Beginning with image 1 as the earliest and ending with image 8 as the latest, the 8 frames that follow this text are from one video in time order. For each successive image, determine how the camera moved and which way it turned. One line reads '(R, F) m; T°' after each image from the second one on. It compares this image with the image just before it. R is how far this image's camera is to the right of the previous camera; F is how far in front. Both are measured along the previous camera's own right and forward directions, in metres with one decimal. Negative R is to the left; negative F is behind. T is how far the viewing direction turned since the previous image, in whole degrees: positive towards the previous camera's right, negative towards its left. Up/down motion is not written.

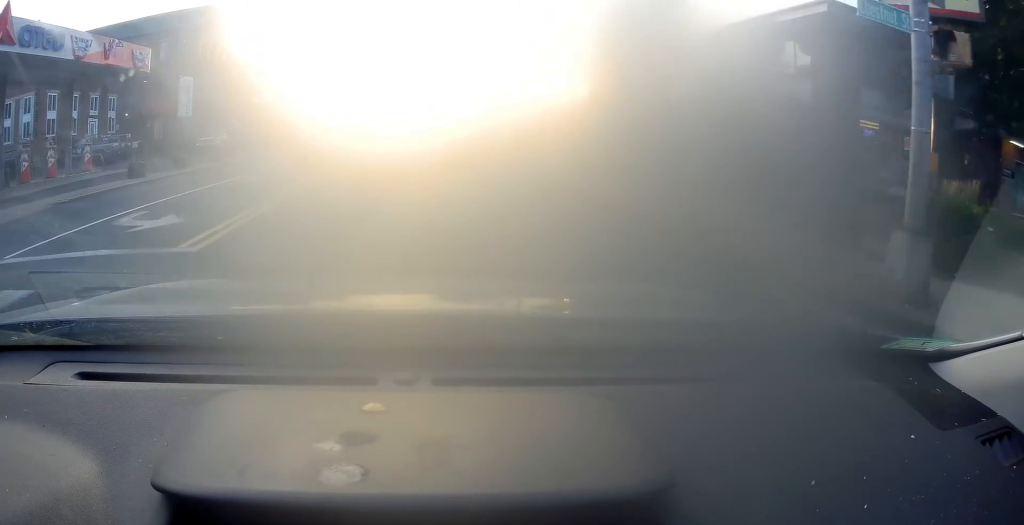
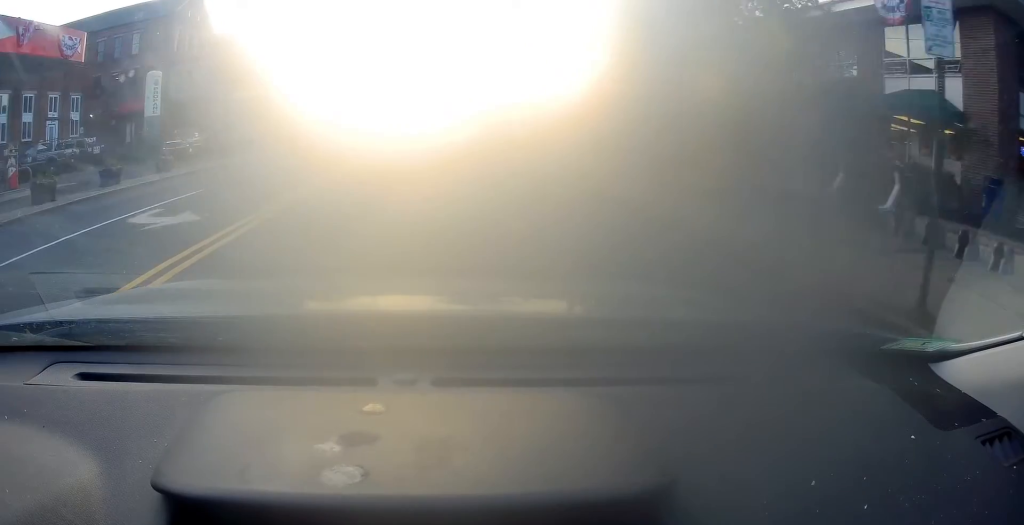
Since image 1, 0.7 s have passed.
(-0.2, +7.4) m; -2°
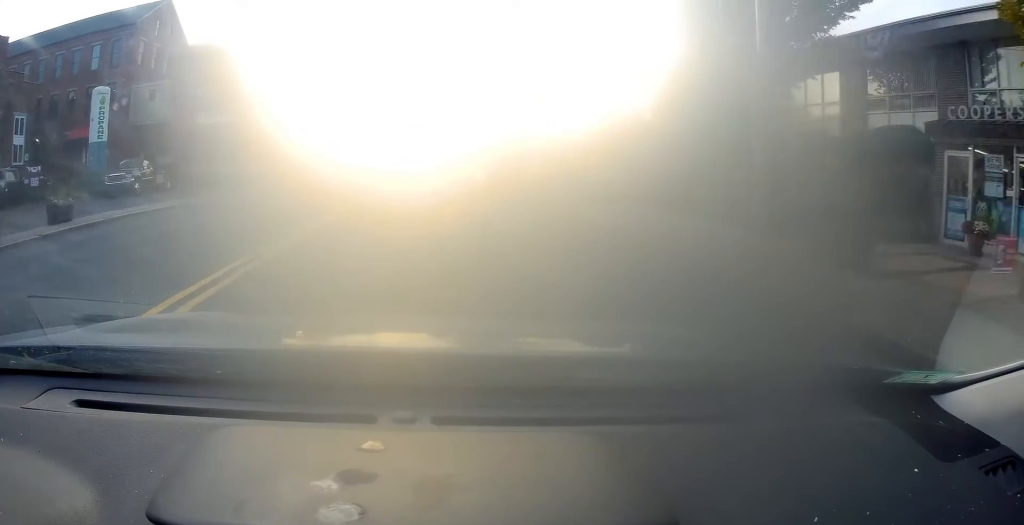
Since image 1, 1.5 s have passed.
(-0.3, +7.7) m; -1°
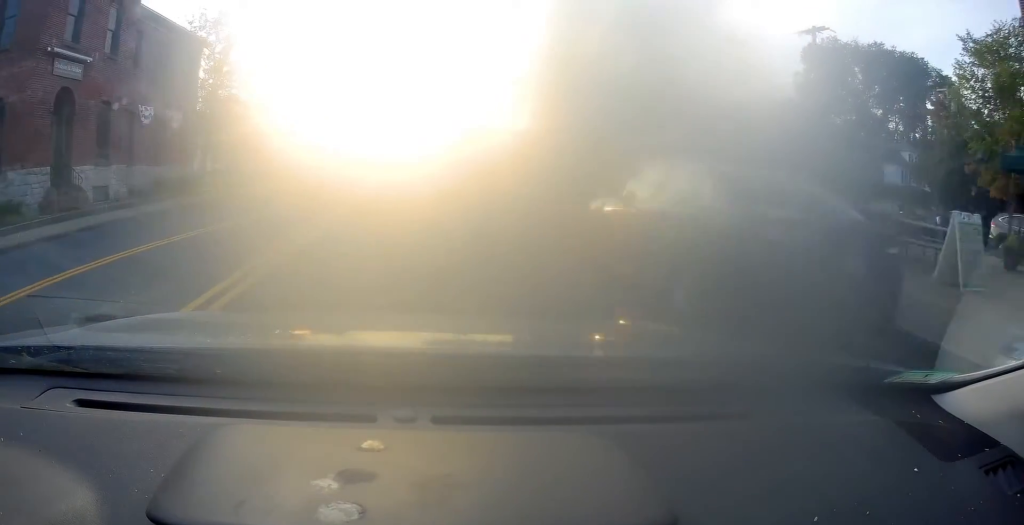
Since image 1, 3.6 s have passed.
(+0.7, +21.0) m; +2°
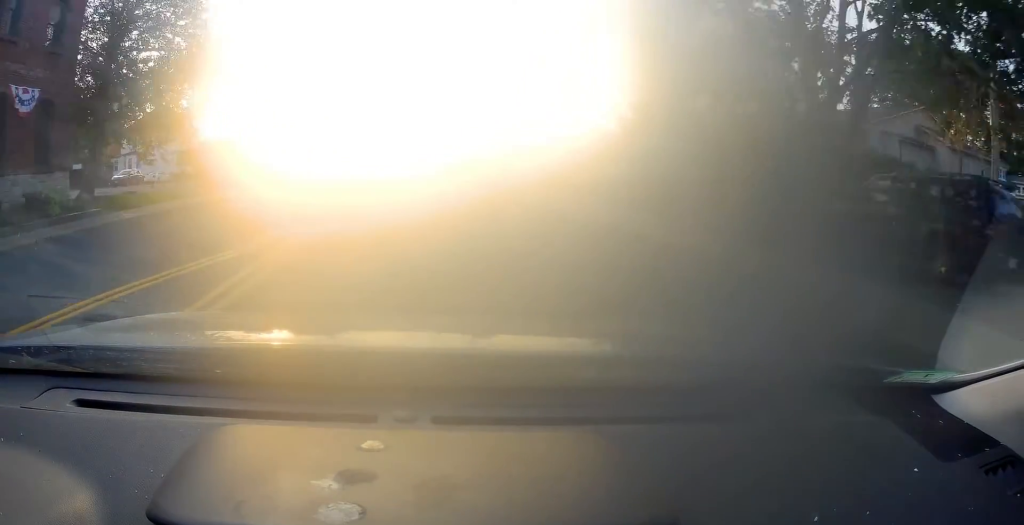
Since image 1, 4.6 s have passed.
(-0.1, +10.7) m; 0°
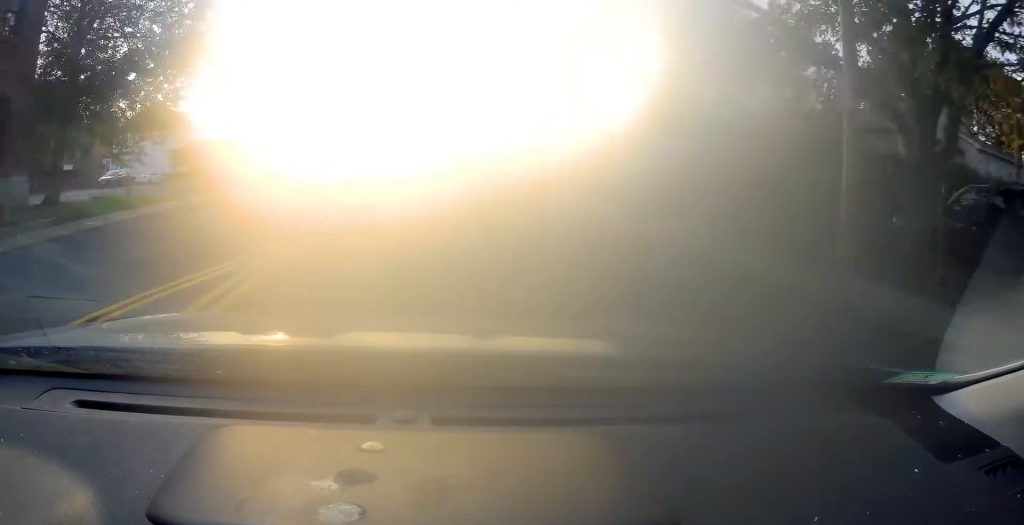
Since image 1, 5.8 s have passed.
(0.0, +14.1) m; +1°
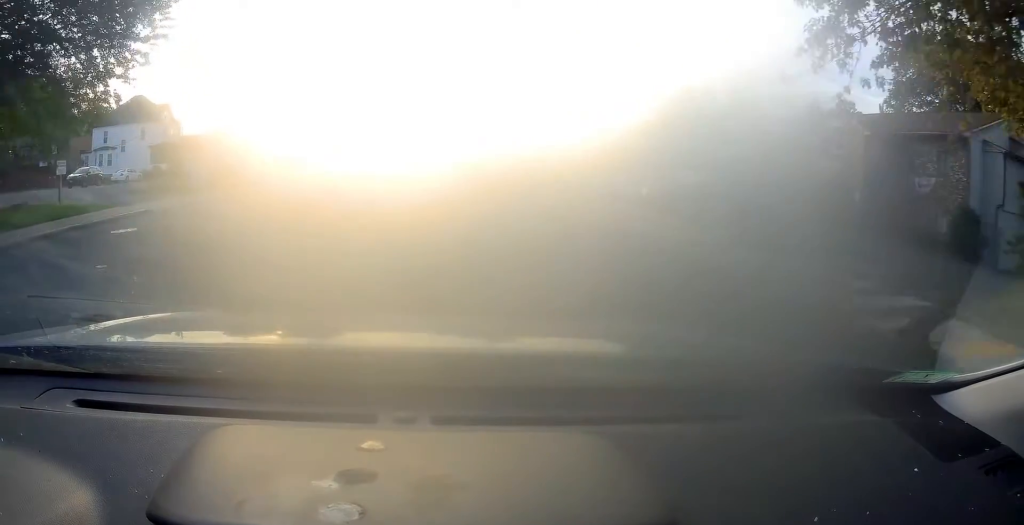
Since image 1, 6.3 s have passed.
(-0.1, +5.3) m; +1°
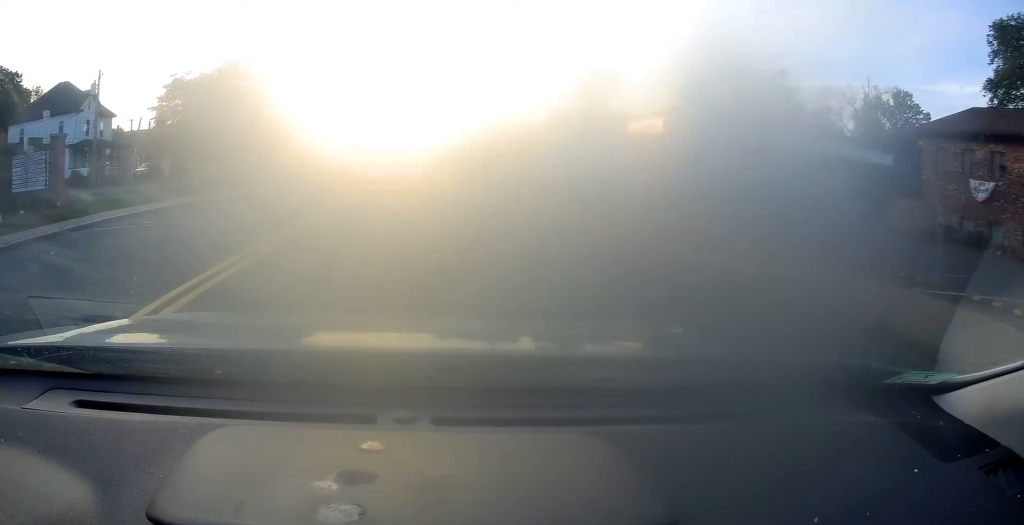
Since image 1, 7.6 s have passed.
(+0.3, +17.1) m; -1°
